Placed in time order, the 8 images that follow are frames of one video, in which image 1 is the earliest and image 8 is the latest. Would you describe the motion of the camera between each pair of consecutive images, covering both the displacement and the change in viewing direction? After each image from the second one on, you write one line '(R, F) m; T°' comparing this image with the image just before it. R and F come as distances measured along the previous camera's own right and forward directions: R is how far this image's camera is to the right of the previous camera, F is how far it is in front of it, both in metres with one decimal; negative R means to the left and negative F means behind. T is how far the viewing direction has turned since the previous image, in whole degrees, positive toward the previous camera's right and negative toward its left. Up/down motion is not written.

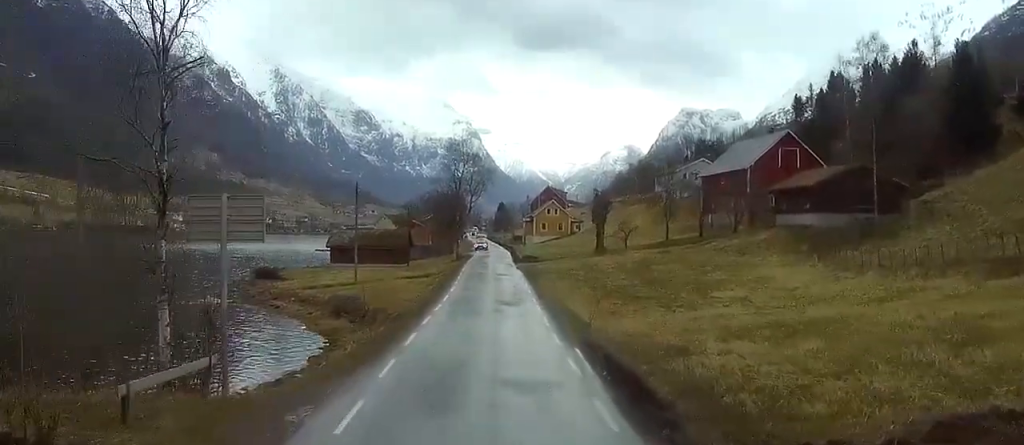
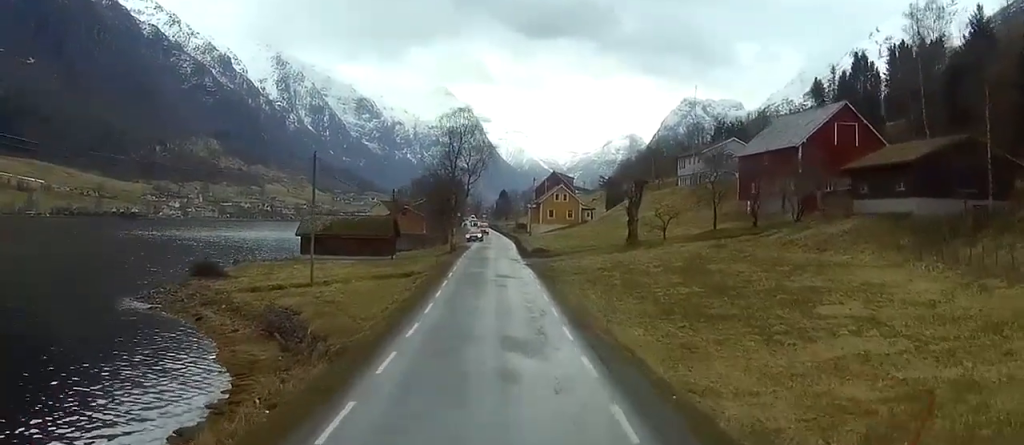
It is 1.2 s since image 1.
(-0.1, +19.7) m; 0°
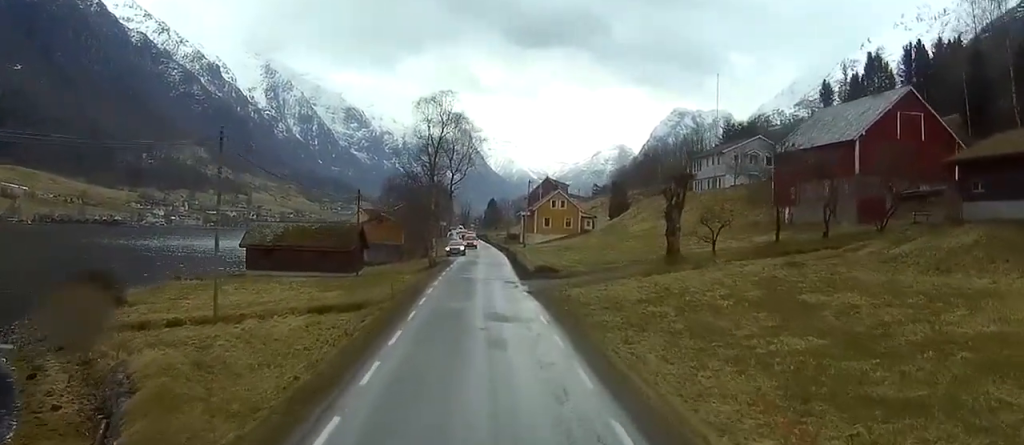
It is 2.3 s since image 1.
(-0.1, +19.8) m; 0°
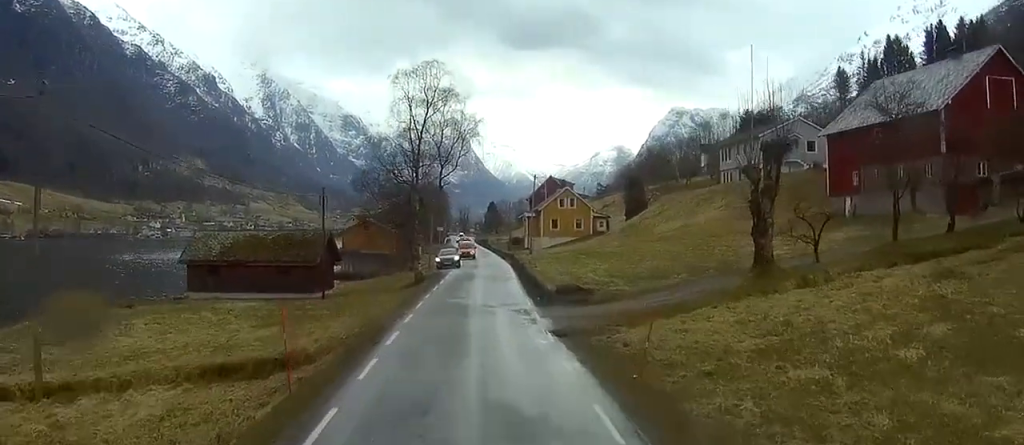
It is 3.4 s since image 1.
(-0.1, +17.9) m; -1°
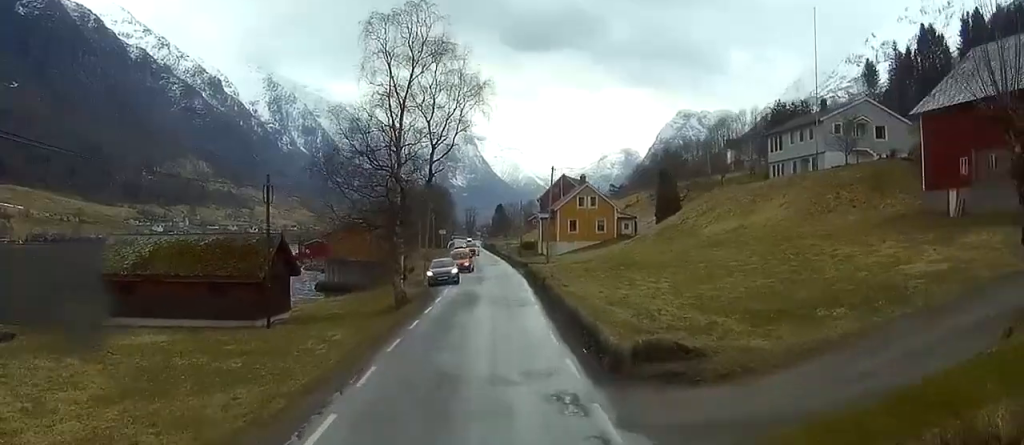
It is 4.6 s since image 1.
(-0.5, +19.4) m; -2°
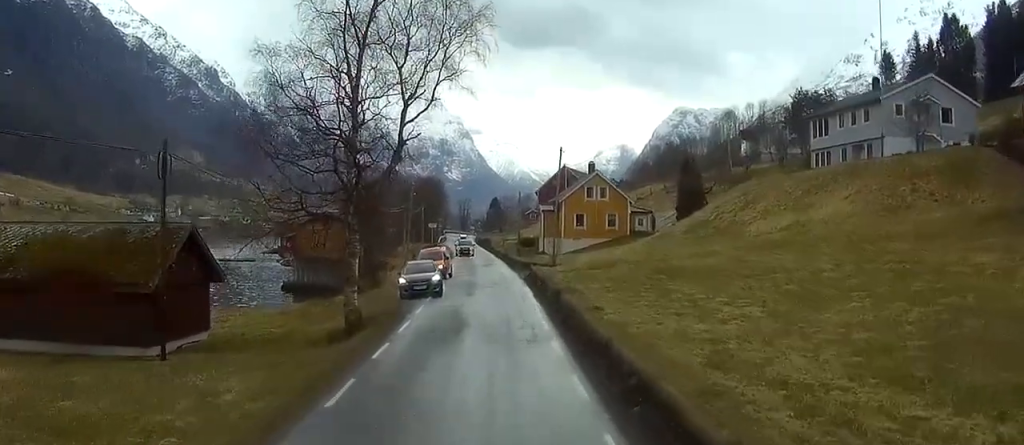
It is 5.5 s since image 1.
(-0.1, +15.7) m; 0°
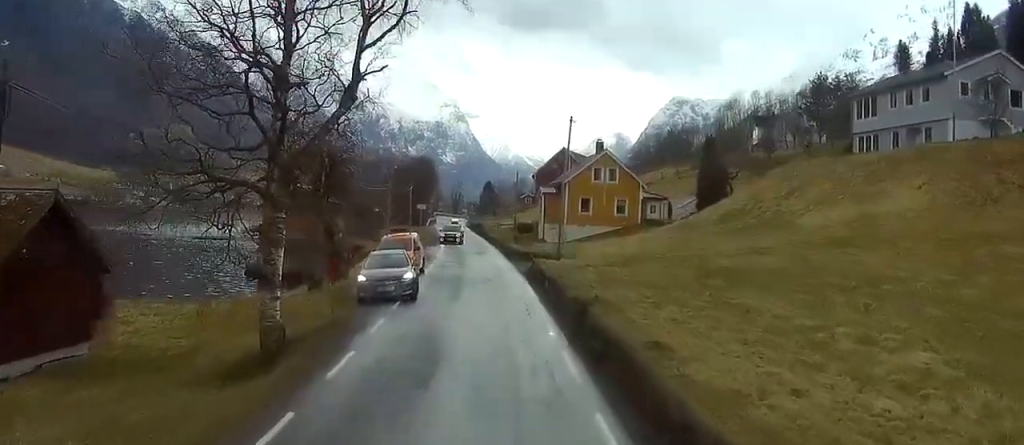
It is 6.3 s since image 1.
(+0.1, +12.2) m; +1°
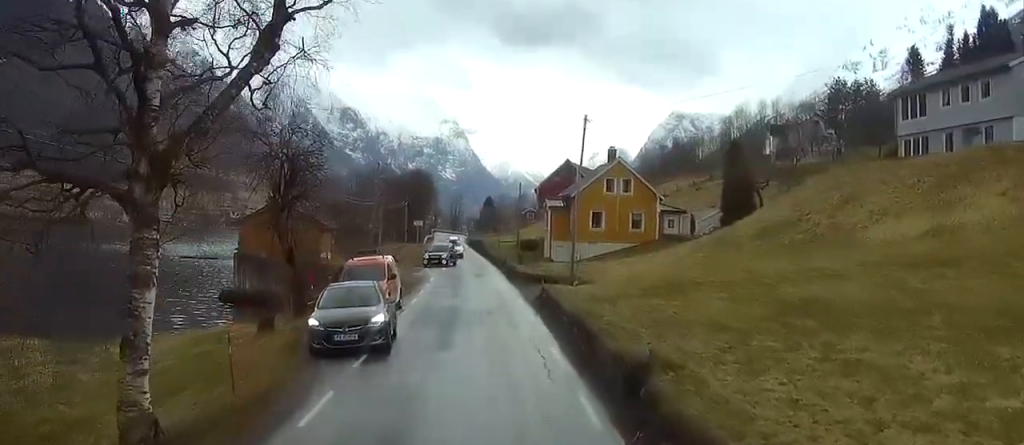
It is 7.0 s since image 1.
(+0.1, +9.6) m; +1°
